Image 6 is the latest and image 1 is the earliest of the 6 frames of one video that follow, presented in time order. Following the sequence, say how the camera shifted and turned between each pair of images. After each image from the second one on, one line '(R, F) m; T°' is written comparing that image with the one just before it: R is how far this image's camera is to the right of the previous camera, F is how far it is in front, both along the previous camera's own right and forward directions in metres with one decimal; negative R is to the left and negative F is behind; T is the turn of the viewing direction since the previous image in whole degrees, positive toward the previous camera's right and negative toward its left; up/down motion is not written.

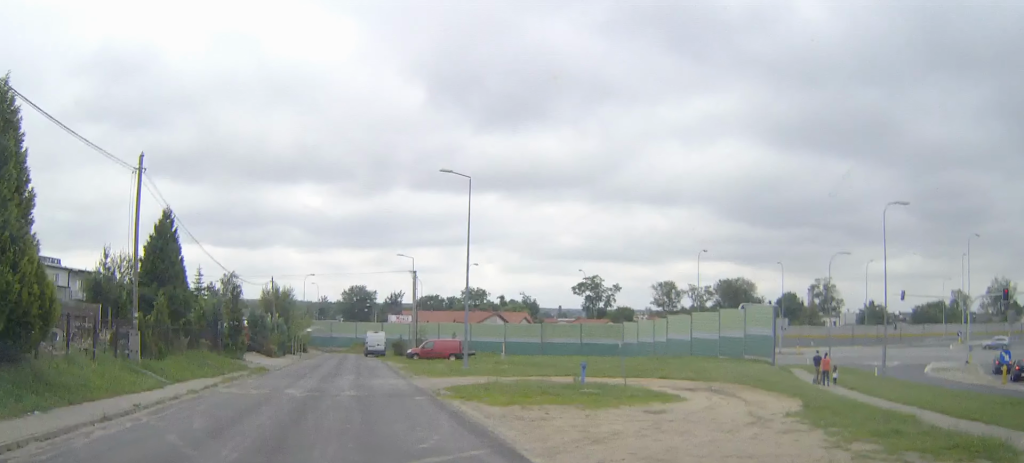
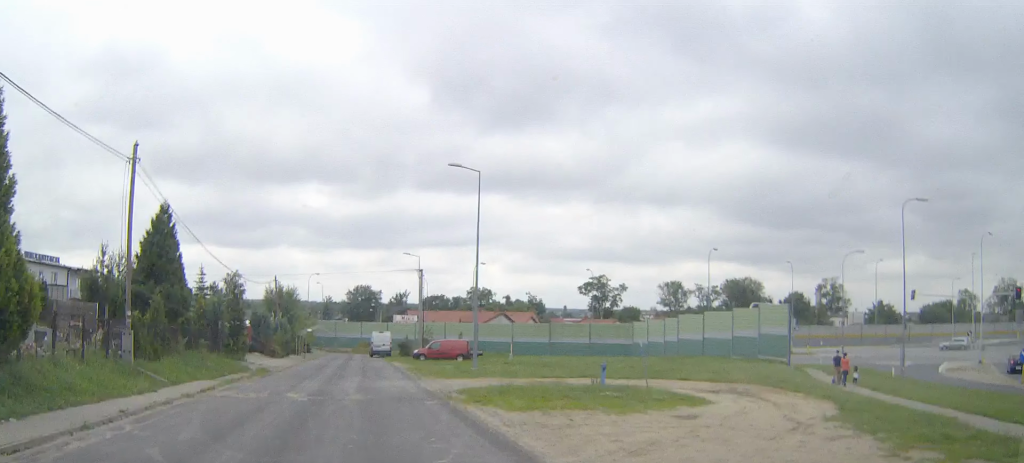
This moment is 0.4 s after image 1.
(0.0, +1.3) m; -1°
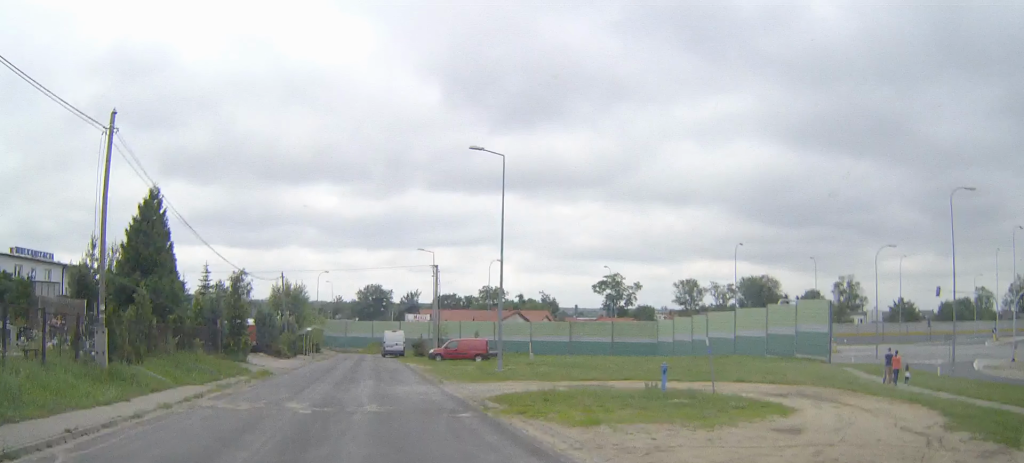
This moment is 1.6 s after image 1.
(-0.1, +3.9) m; -1°
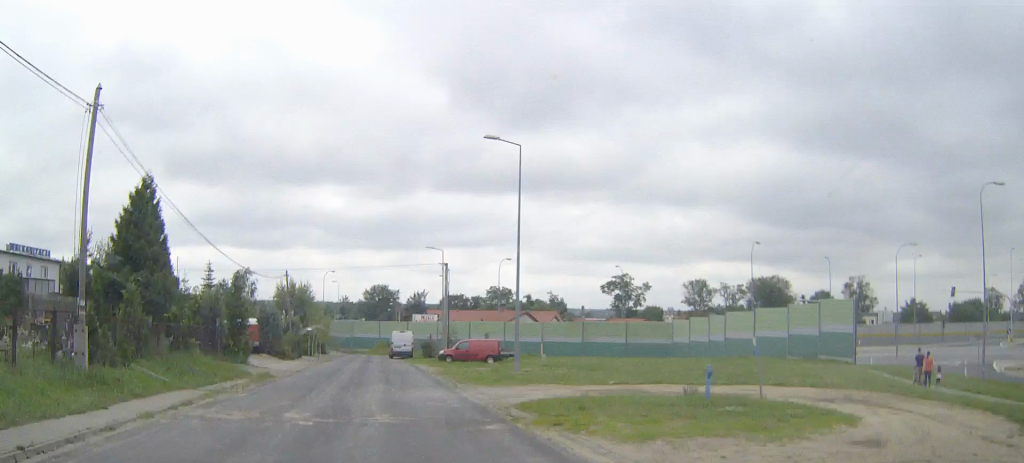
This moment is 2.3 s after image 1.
(0.0, +2.2) m; -1°
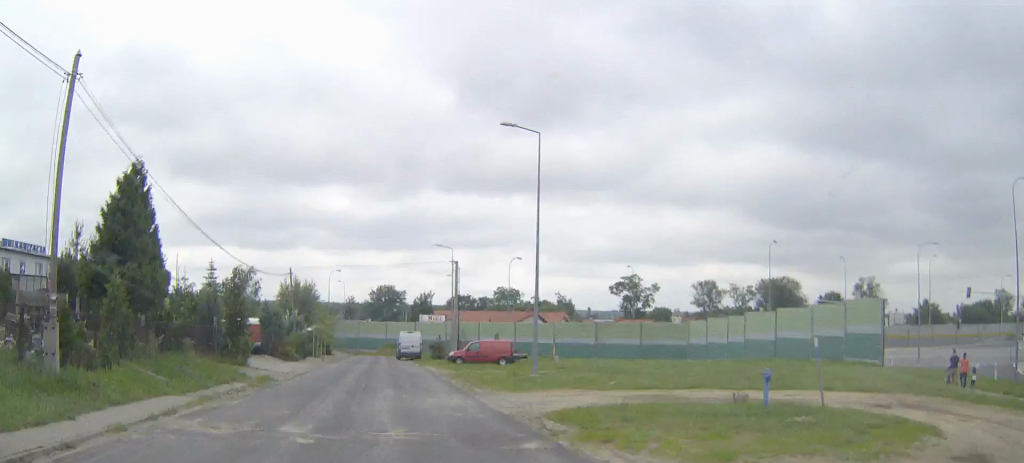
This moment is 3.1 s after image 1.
(0.0, +2.2) m; 0°
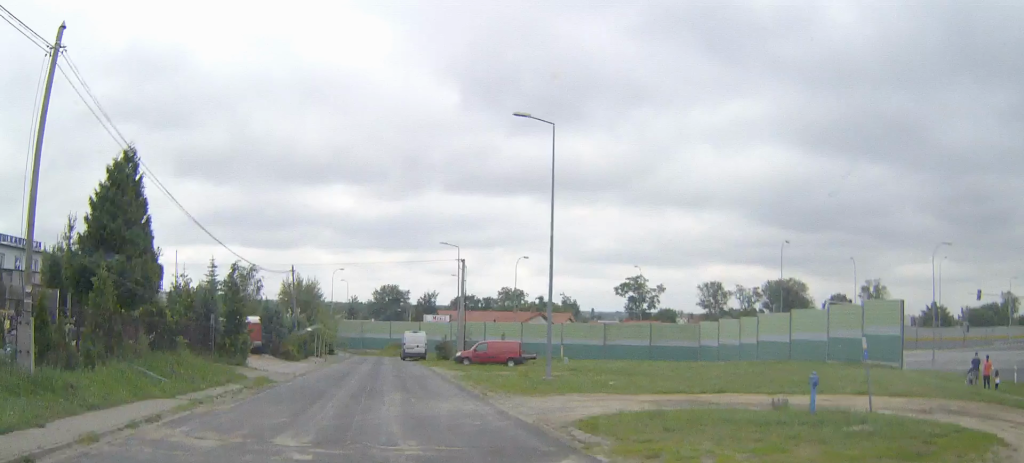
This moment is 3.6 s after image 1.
(0.0, +1.5) m; 0°
